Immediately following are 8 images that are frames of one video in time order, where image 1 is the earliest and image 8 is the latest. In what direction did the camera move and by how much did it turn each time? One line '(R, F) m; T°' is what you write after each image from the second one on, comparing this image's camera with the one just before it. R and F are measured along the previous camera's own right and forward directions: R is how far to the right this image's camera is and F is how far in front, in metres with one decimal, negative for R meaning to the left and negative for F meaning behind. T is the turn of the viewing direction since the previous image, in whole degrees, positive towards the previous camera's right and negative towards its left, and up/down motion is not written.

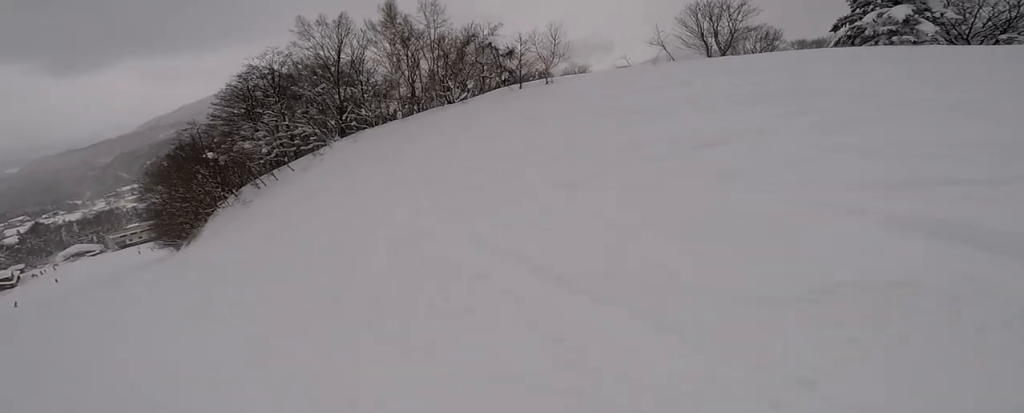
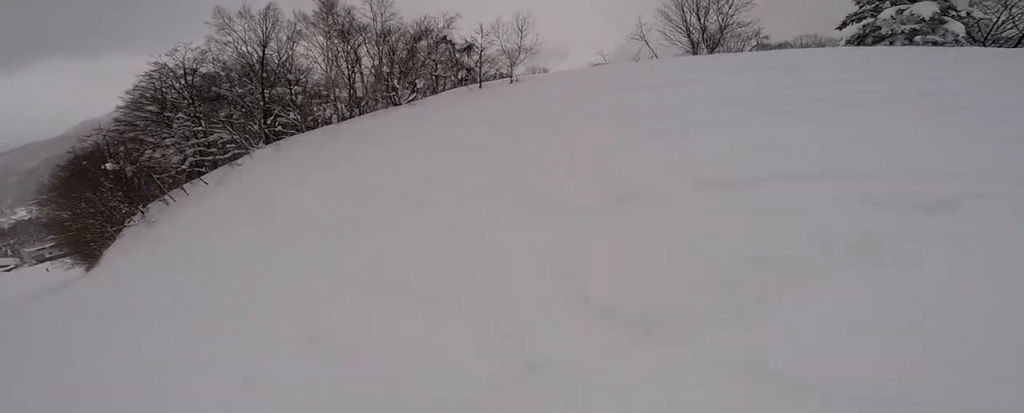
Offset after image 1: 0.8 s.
(+0.3, +3.6) m; +8°
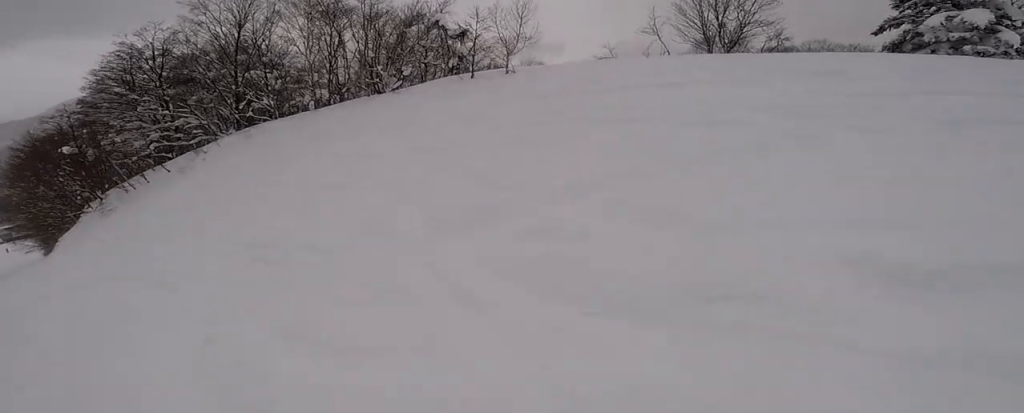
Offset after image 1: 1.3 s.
(+0.1, +1.9) m; +3°
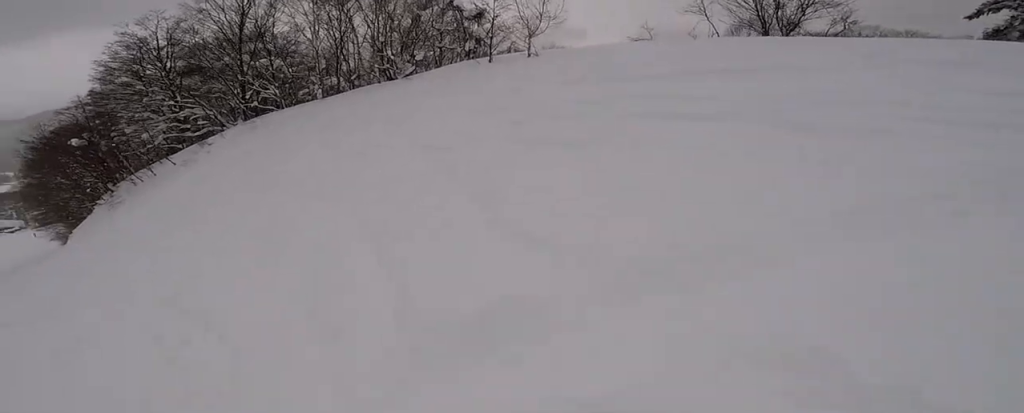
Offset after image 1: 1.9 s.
(+0.1, +2.2) m; -9°
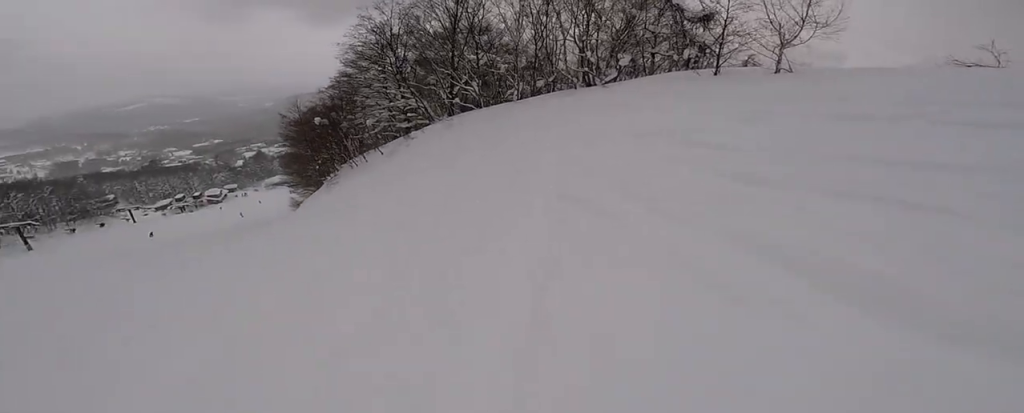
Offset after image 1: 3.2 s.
(-1.1, +4.0) m; -32°
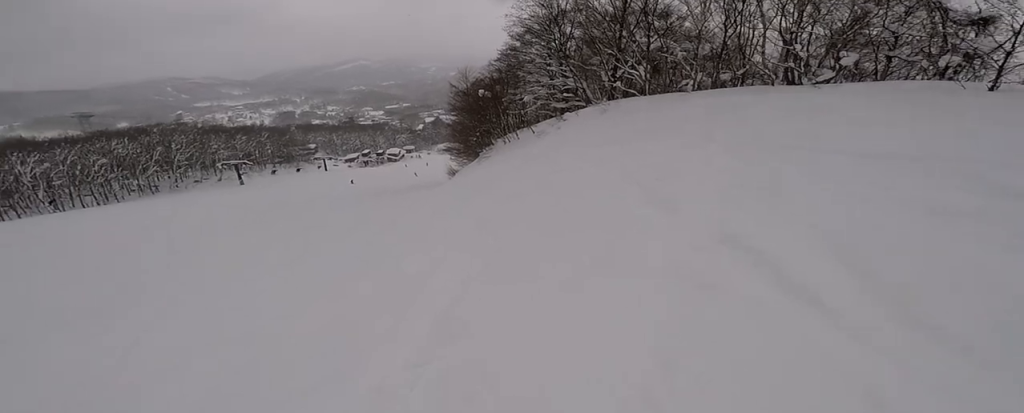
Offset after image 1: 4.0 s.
(-0.3, +2.7) m; -17°
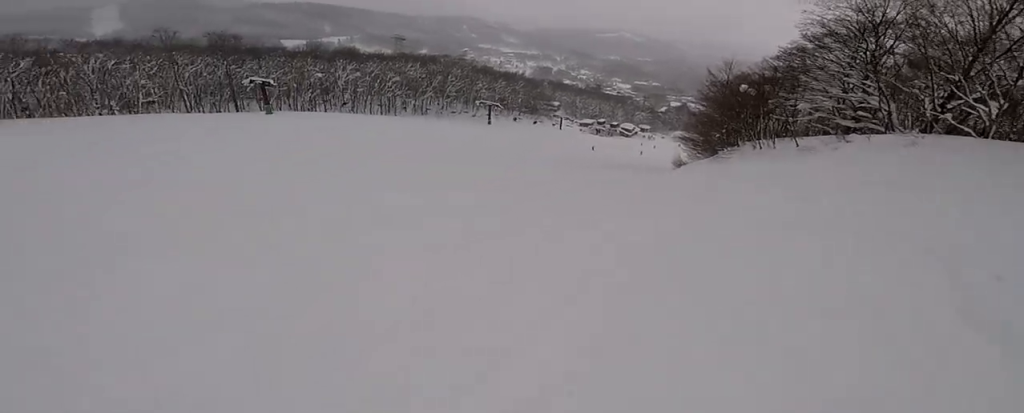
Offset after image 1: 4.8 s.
(-0.4, +2.2) m; -24°
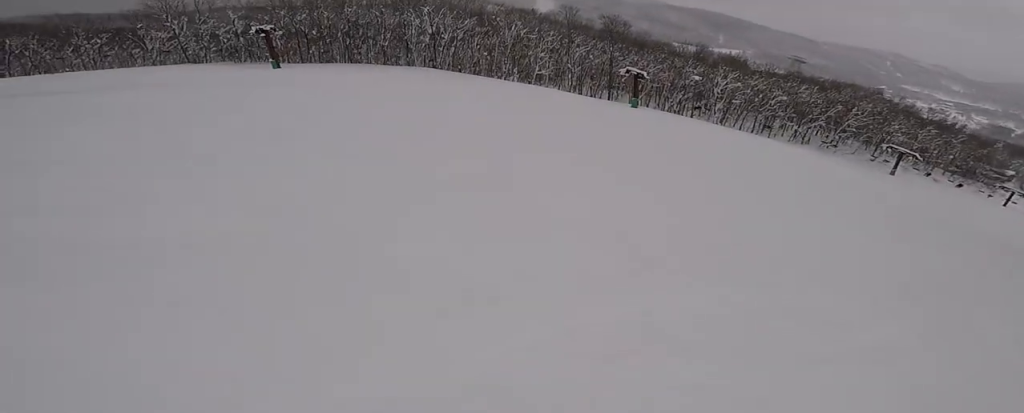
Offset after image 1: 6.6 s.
(-3.4, +5.3) m; -58°
